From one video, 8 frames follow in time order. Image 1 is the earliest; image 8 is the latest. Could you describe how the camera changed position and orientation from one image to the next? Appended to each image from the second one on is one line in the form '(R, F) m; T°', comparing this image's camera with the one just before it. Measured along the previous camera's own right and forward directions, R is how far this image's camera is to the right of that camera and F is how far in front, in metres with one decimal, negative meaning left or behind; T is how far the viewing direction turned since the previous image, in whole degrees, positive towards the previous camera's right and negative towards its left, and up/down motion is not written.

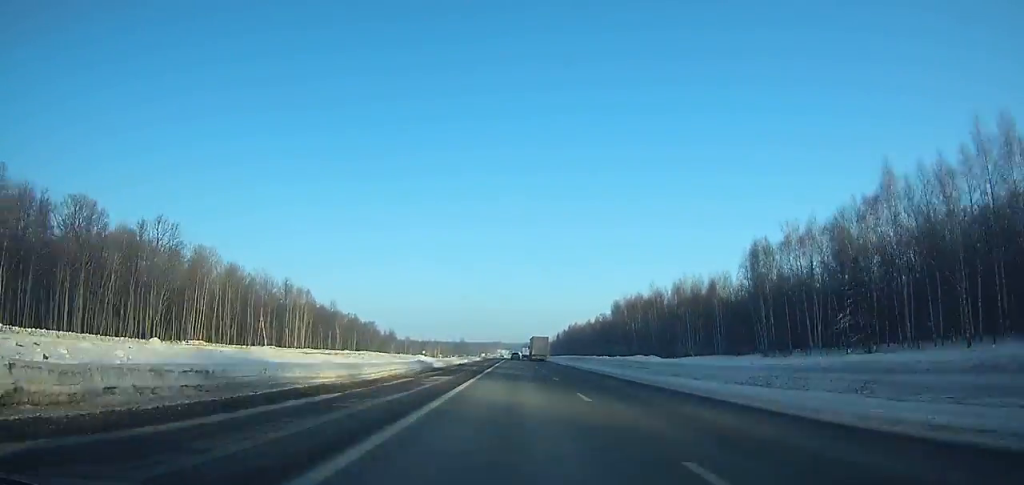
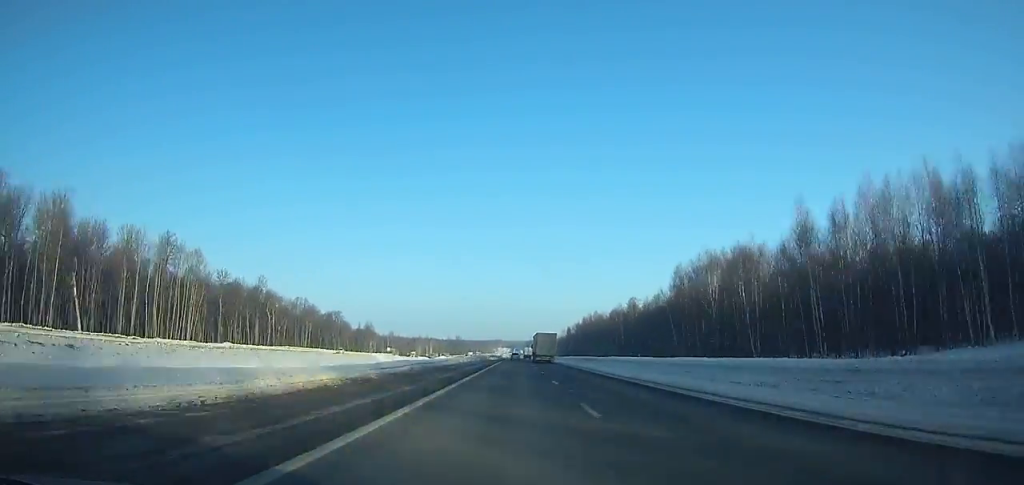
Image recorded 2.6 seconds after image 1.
(-0.1, +76.3) m; 0°
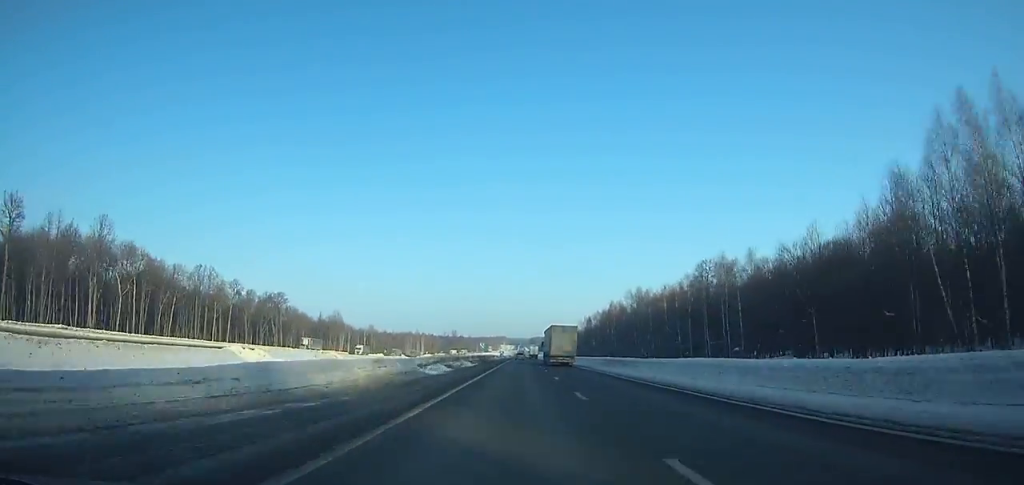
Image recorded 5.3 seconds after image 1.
(-0.1, +80.7) m; 0°
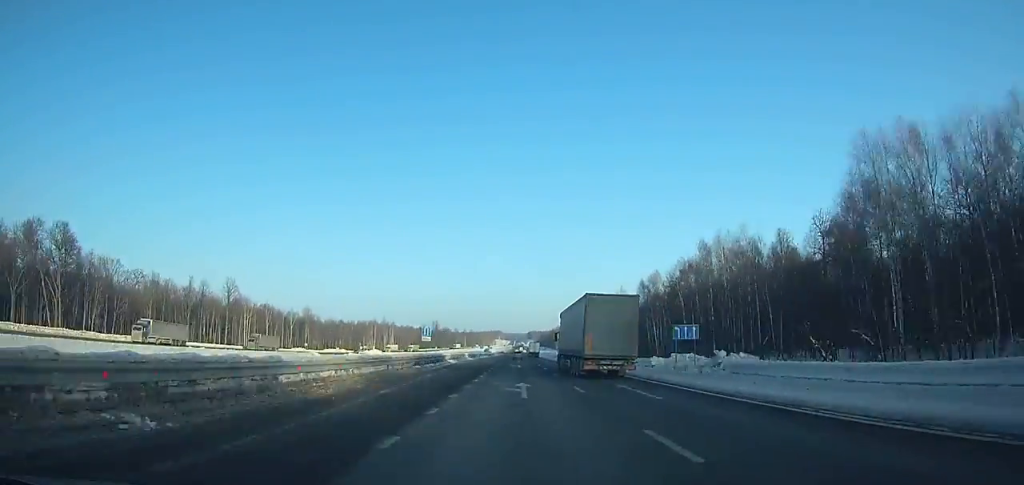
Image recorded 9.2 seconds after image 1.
(+0.2, +118.2) m; 0°
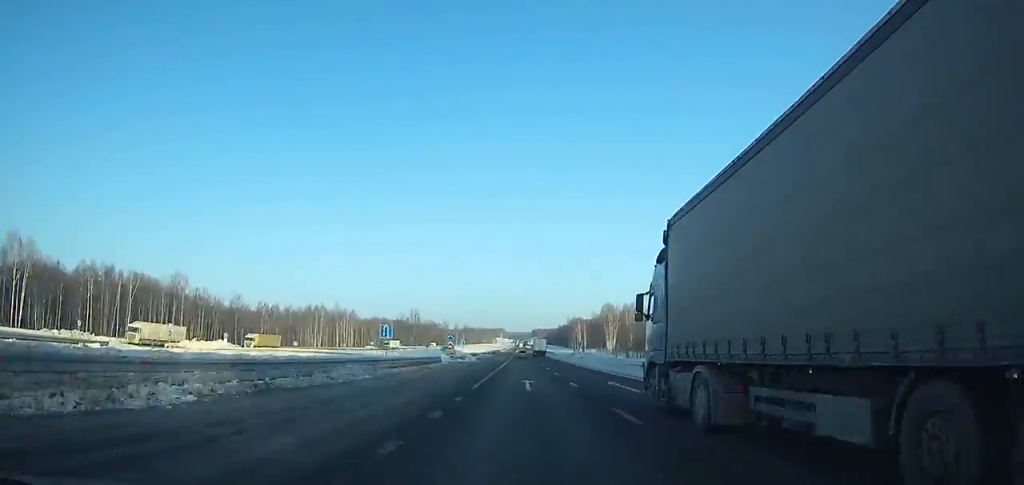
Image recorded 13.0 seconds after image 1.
(-0.5, +116.3) m; 0°
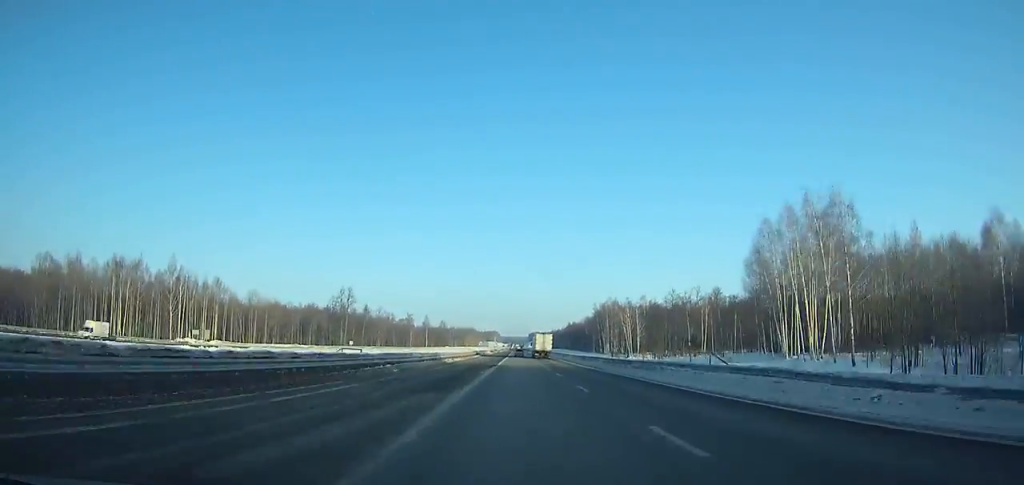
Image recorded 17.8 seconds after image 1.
(+0.3, +146.5) m; 0°
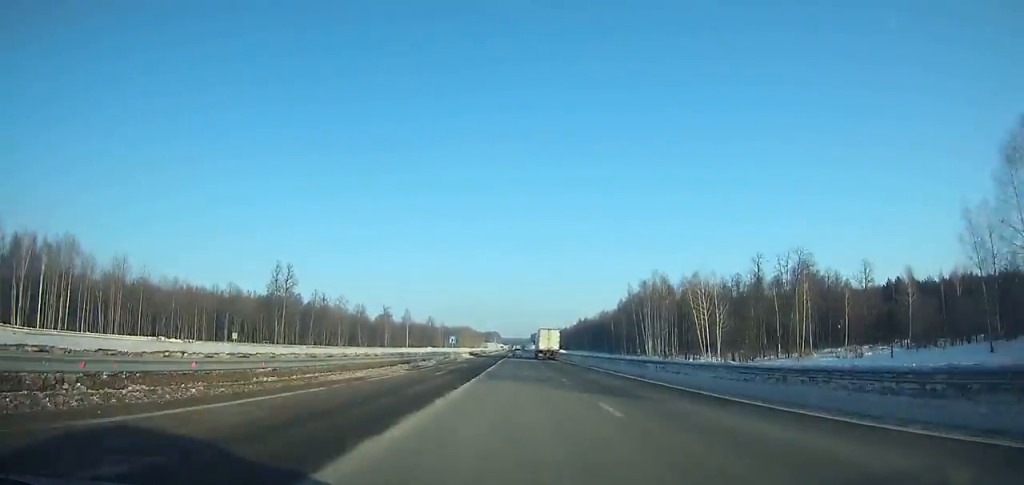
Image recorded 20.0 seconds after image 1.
(-0.2, +66.2) m; 0°
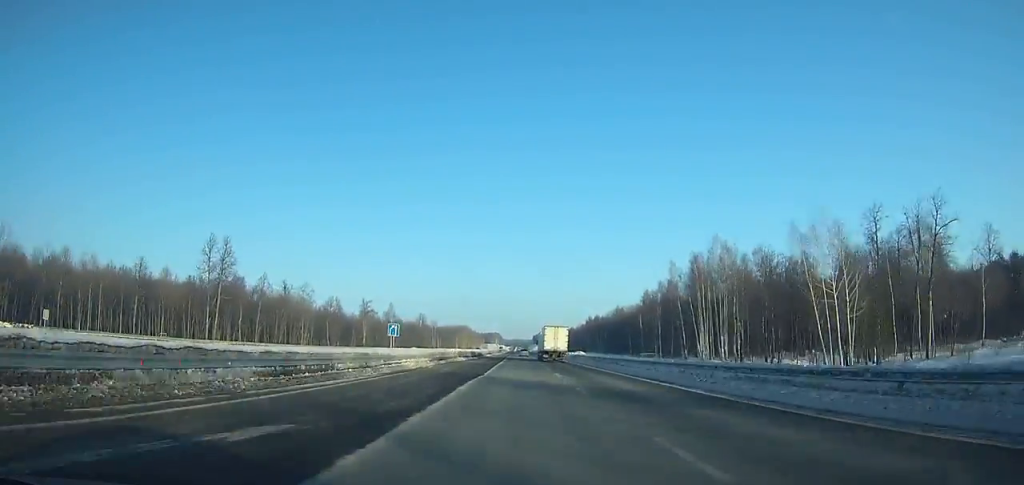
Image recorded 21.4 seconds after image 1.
(0.0, +41.8) m; 0°
